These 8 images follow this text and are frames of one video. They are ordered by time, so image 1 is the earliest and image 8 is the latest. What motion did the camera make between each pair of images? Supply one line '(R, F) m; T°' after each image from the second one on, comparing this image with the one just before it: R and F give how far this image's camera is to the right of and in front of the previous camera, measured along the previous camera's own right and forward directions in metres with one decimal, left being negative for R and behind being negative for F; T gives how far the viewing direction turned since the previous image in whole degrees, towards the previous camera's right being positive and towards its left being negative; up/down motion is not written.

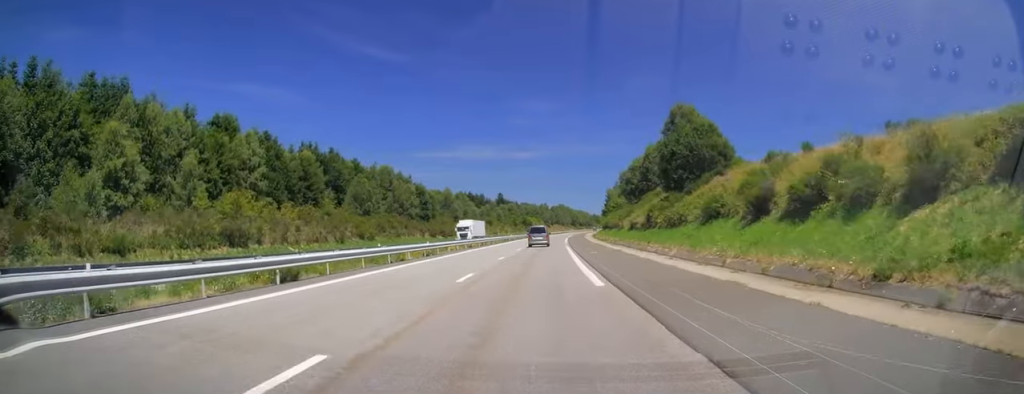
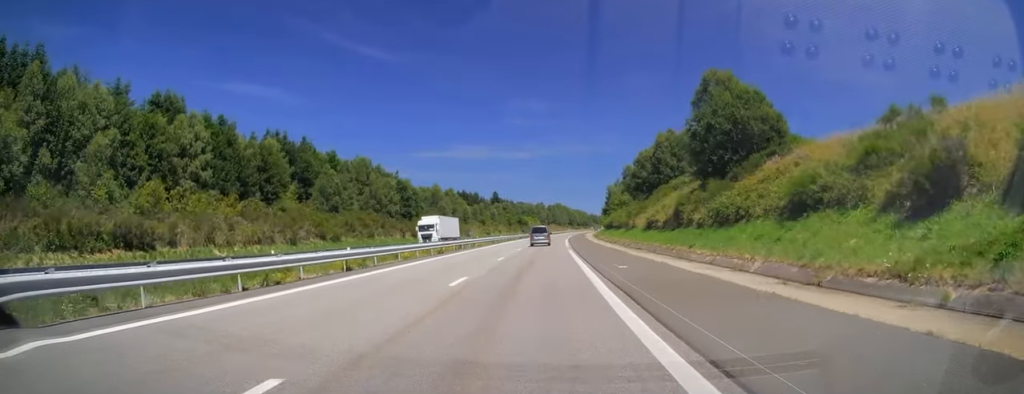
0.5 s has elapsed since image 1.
(+0.2, +14.3) m; 0°
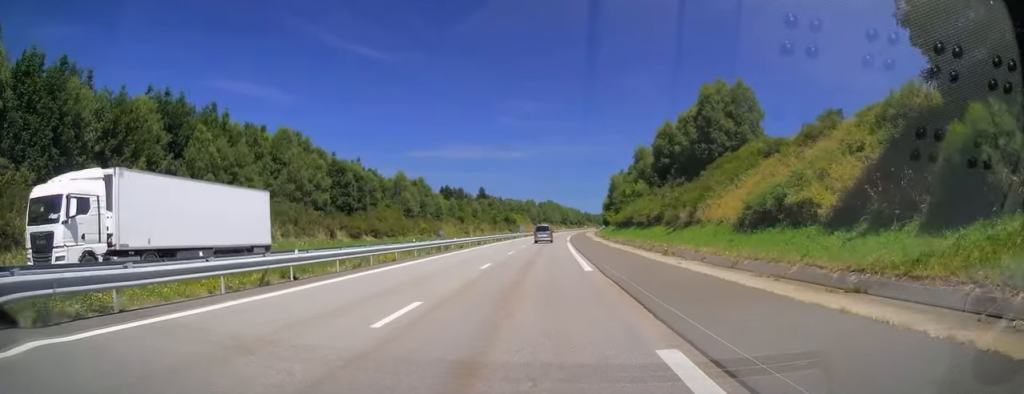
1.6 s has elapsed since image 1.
(+0.3, +32.9) m; +1°
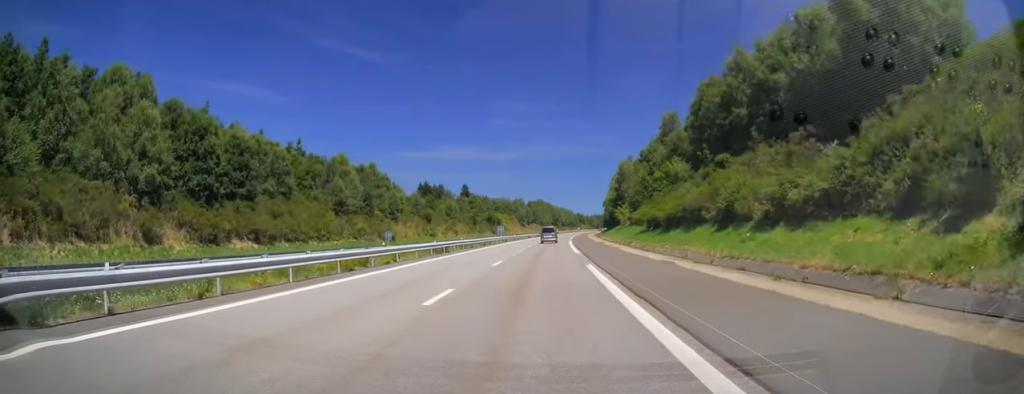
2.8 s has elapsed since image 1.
(+0.4, +36.4) m; +1°
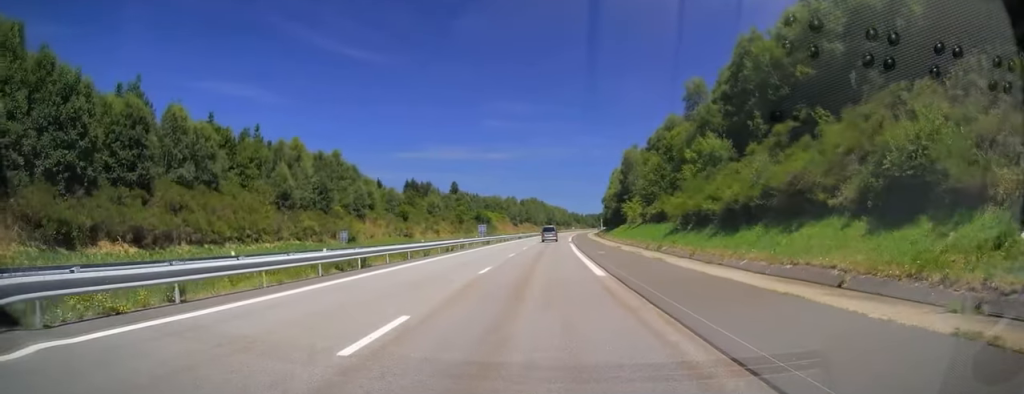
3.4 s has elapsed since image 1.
(0.0, +17.7) m; 0°
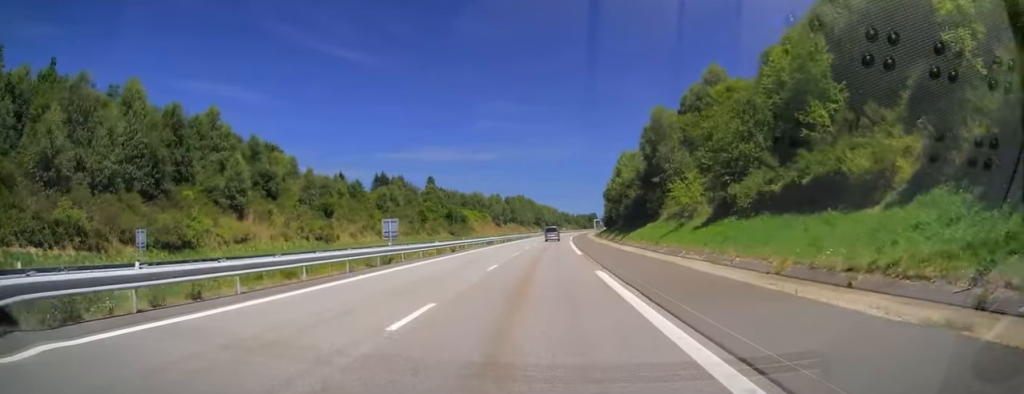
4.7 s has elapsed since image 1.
(+0.1, +37.3) m; +1°
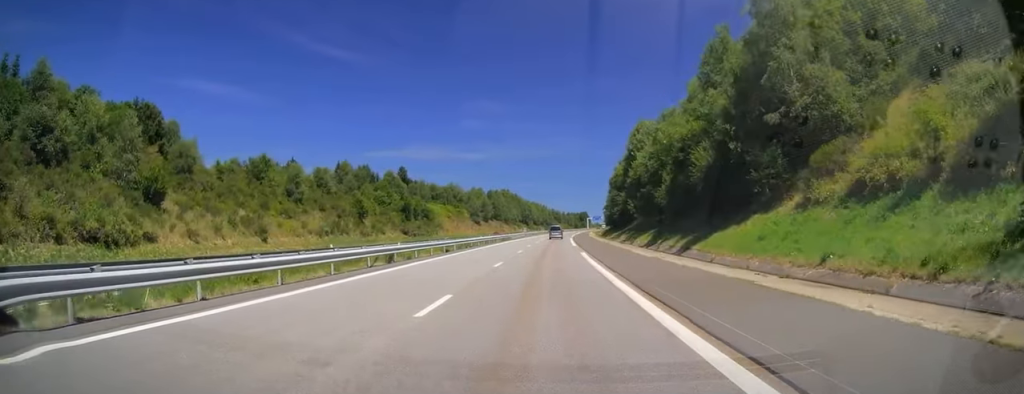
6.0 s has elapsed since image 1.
(+0.5, +37.8) m; +2°
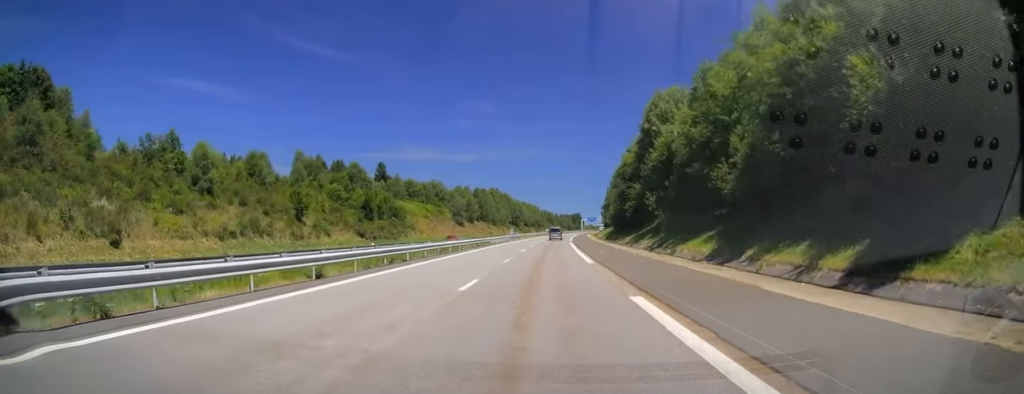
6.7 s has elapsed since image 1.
(+0.3, +21.5) m; +1°
